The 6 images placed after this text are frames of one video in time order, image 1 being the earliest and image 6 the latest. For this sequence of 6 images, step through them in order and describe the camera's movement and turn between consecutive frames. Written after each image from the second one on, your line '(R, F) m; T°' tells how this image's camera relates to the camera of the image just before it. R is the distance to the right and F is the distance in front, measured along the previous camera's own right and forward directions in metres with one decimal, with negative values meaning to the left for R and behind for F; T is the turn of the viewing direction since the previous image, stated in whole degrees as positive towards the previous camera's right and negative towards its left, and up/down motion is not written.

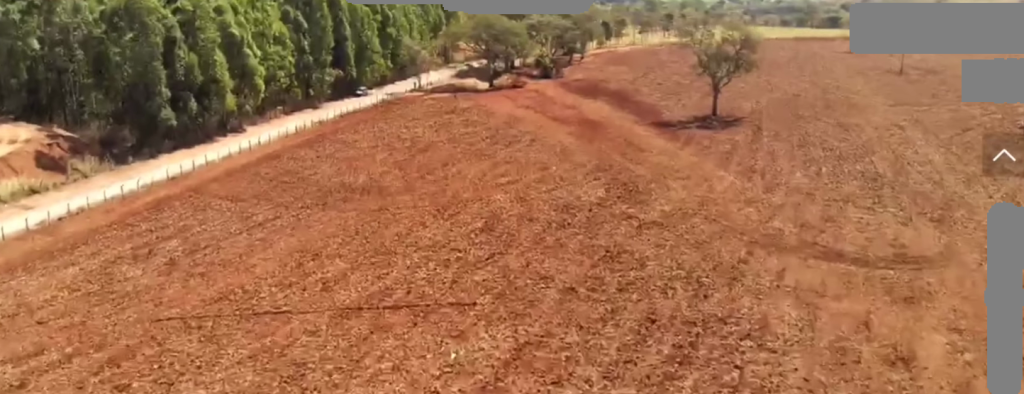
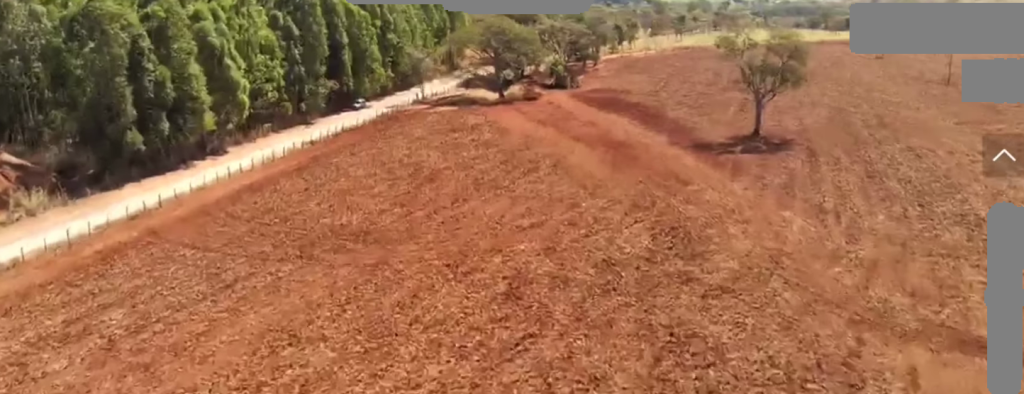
(0.0, +17.8) m; 0°
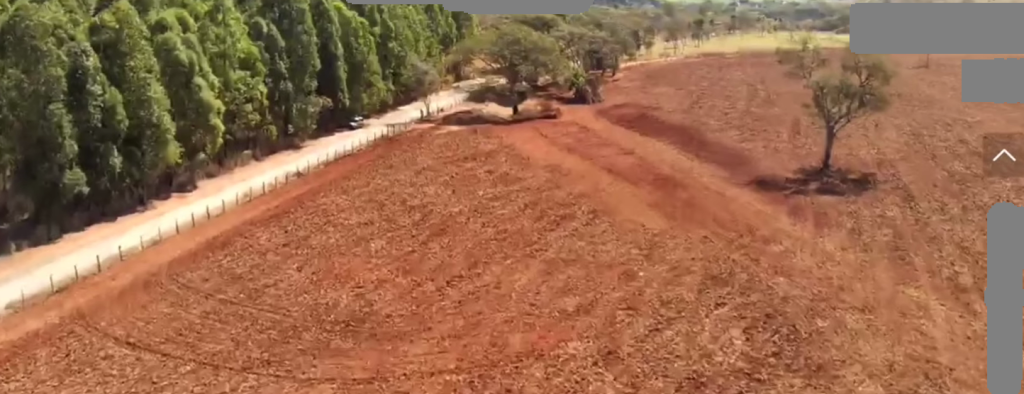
(-0.1, +20.4) m; -1°
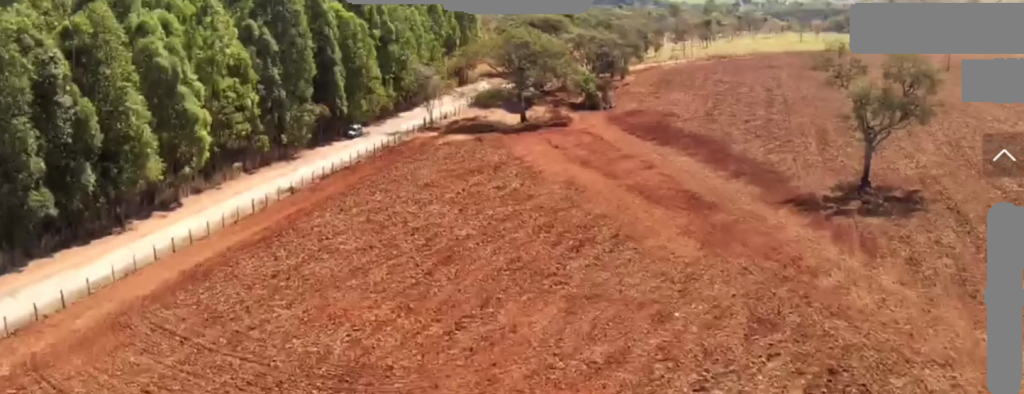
(0.0, +9.1) m; 0°
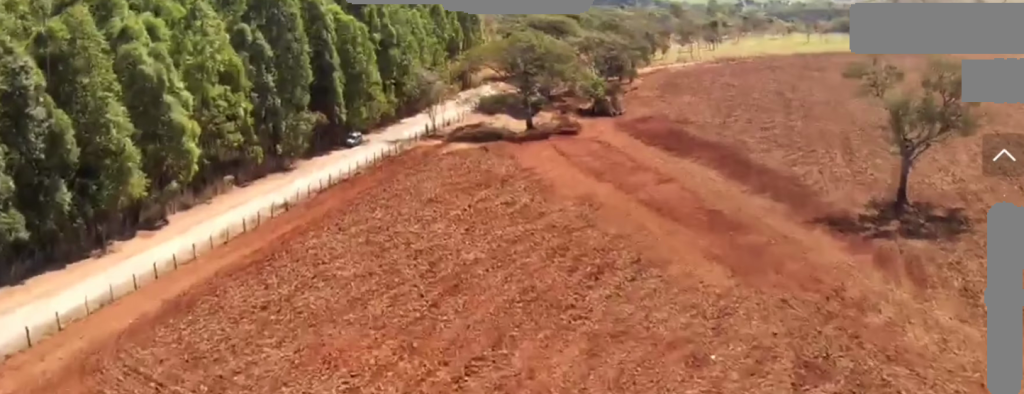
(0.0, +6.3) m; 0°
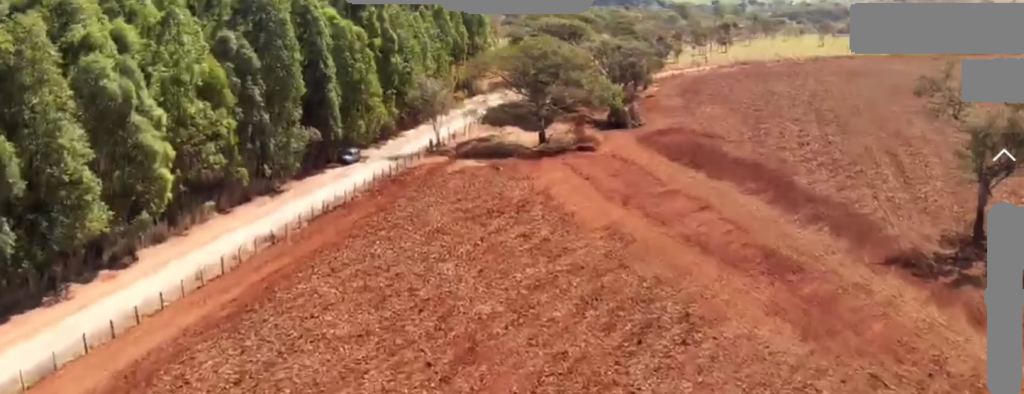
(+0.1, +16.4) m; 0°
